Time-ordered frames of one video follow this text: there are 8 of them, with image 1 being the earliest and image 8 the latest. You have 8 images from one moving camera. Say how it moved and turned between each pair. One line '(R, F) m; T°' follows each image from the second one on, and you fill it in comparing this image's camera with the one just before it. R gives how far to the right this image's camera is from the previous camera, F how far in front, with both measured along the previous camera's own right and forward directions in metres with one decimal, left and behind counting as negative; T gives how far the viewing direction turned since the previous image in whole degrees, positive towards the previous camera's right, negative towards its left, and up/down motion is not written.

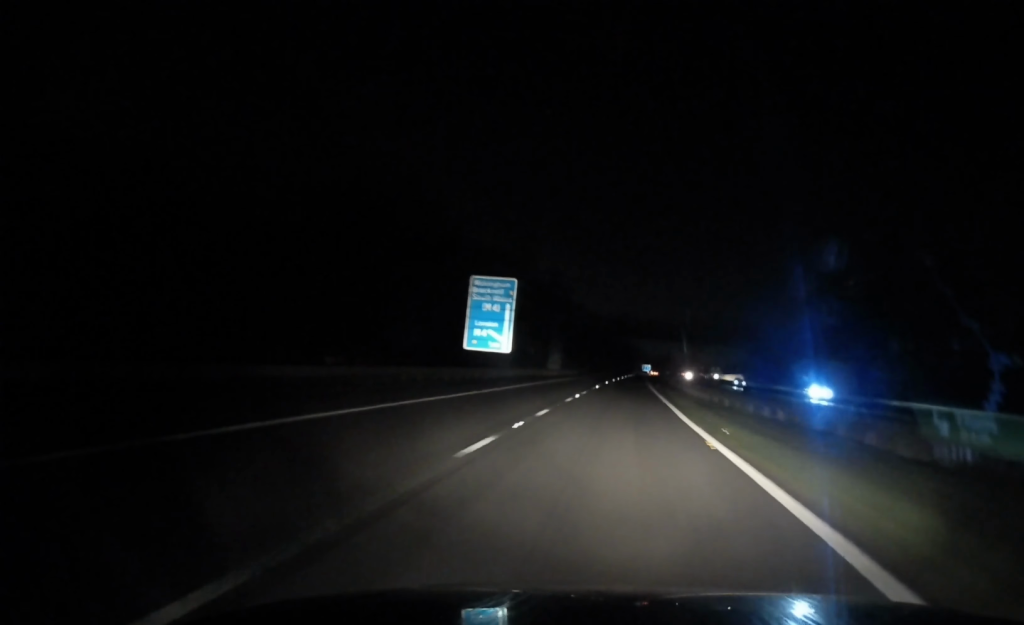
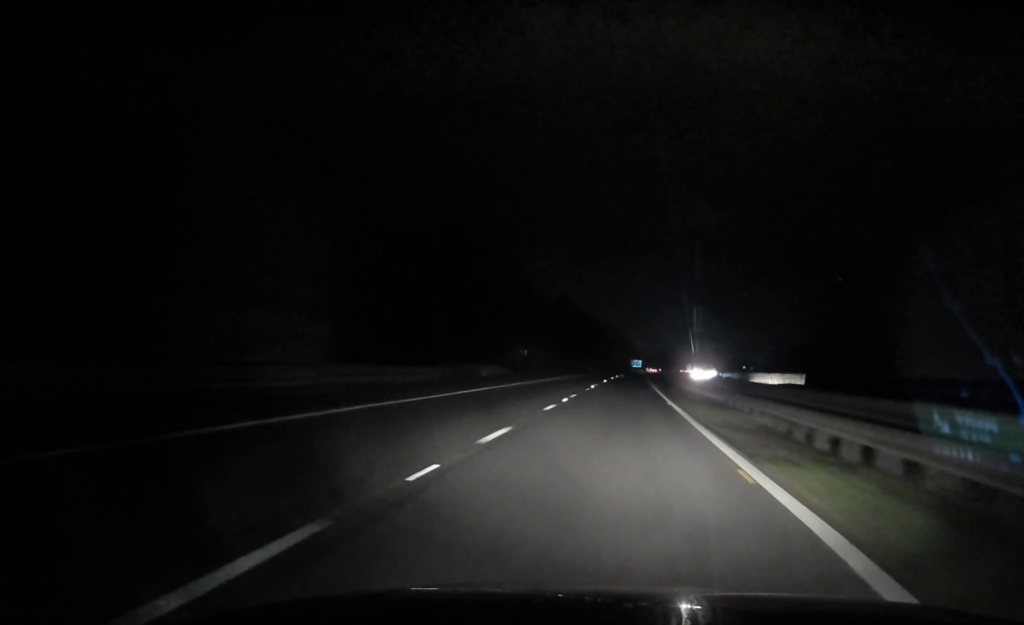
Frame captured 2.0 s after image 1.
(+0.7, +77.8) m; 0°
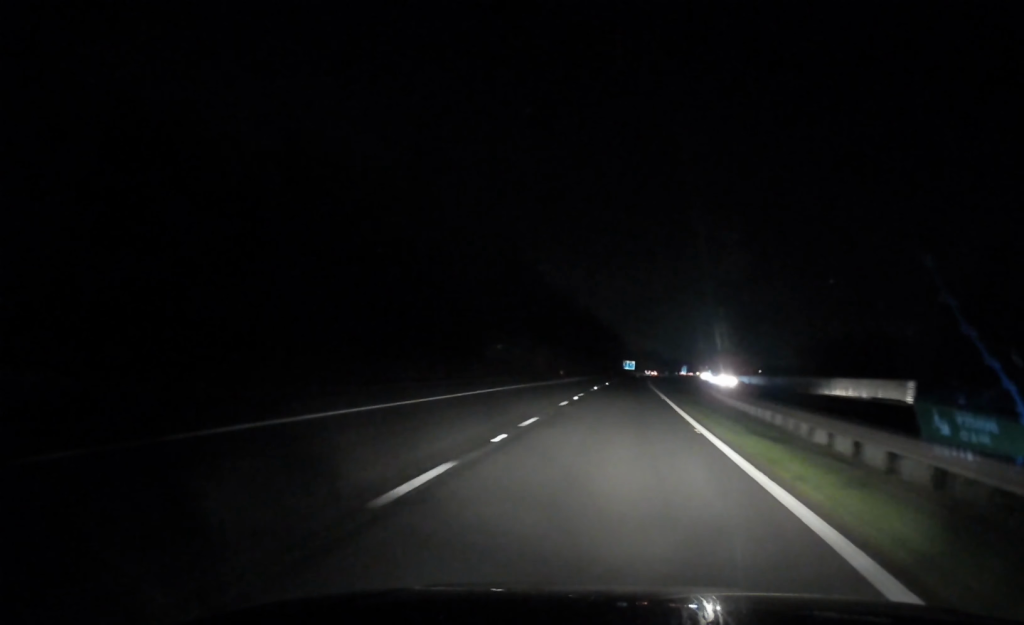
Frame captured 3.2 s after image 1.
(-0.1, +48.0) m; +1°
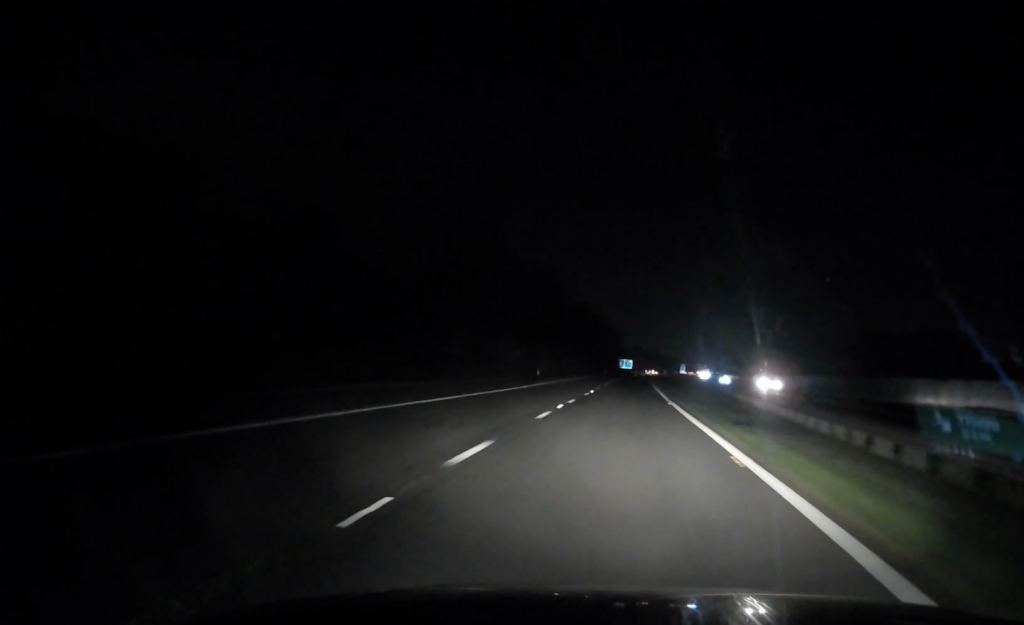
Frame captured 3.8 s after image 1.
(+0.1, +23.9) m; +1°
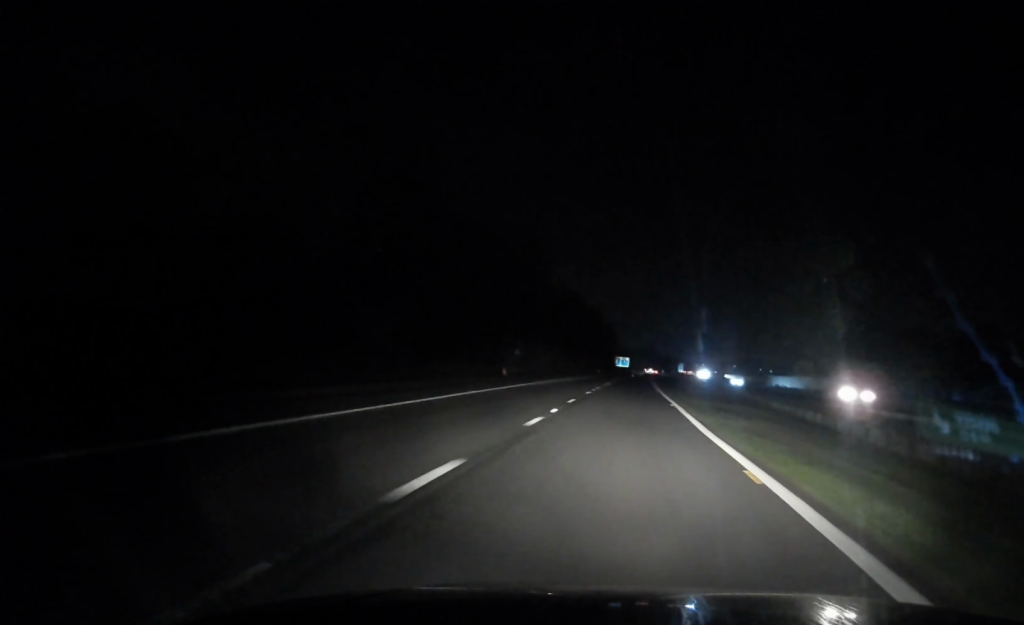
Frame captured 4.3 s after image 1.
(+0.2, +19.1) m; 0°
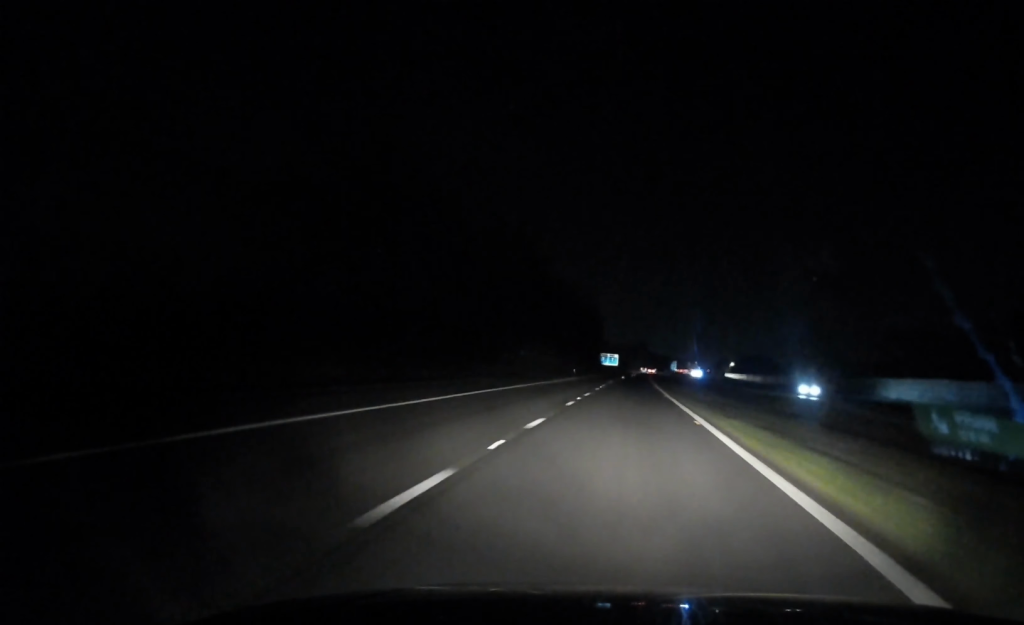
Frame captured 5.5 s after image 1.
(+0.3, +46.1) m; 0°
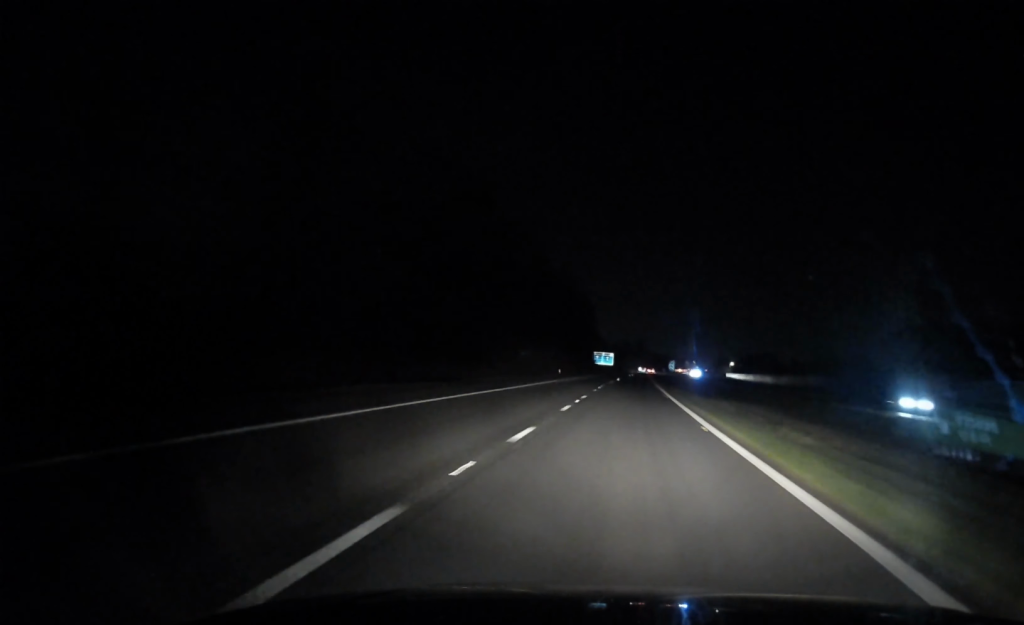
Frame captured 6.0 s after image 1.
(0.0, +20.1) m; 0°
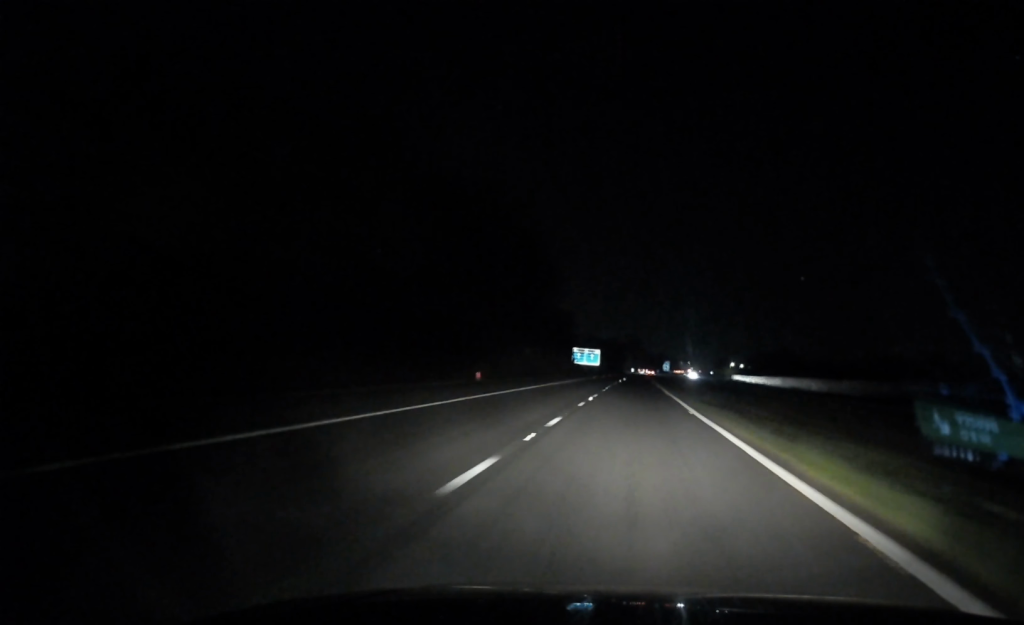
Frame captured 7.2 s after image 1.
(+0.6, +48.8) m; +1°
